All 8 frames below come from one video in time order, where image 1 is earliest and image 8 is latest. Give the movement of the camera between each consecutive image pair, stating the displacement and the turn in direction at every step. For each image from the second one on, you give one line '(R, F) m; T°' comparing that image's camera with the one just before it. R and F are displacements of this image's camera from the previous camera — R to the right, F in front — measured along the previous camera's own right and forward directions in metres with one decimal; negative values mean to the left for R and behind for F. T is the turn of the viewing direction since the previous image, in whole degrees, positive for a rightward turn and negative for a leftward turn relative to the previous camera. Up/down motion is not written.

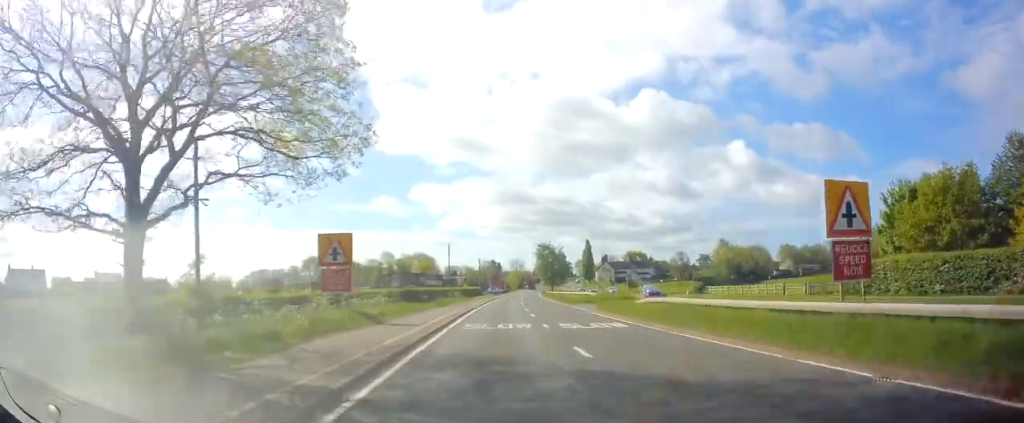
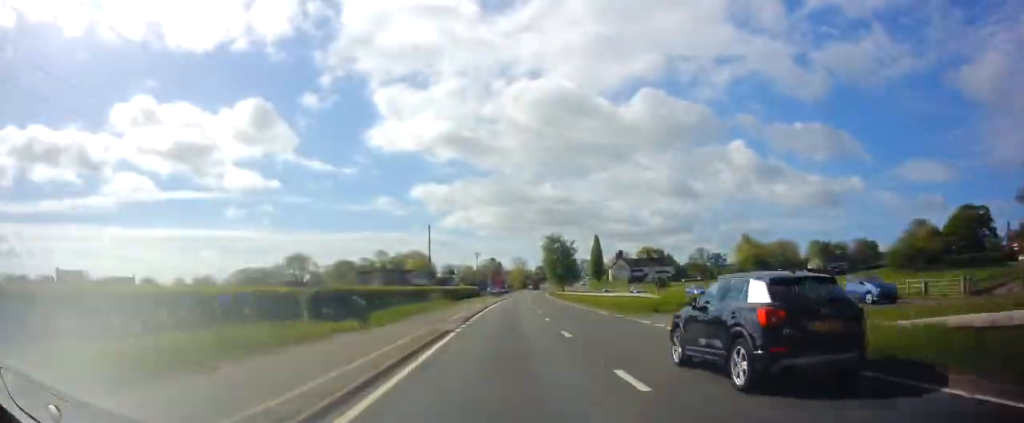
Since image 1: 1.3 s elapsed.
(-0.4, +20.9) m; -1°
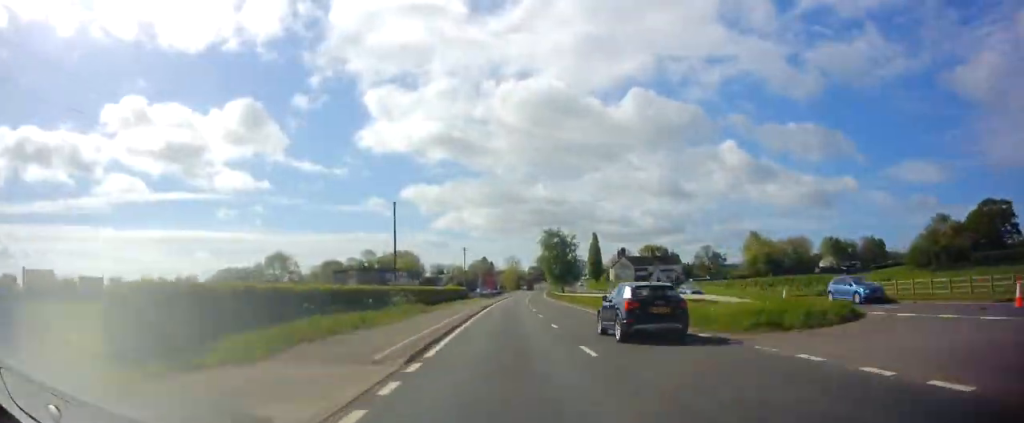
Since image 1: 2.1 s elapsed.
(0.0, +13.0) m; +1°
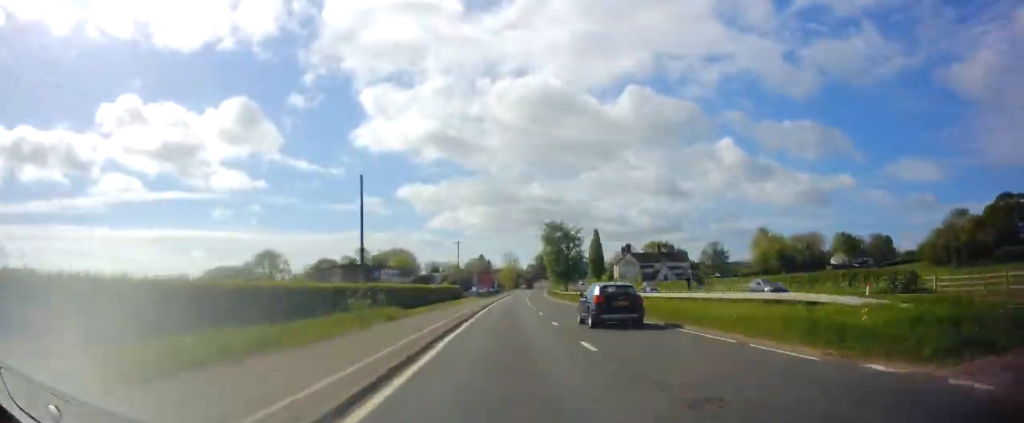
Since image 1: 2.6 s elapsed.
(+0.1, +8.3) m; +1°
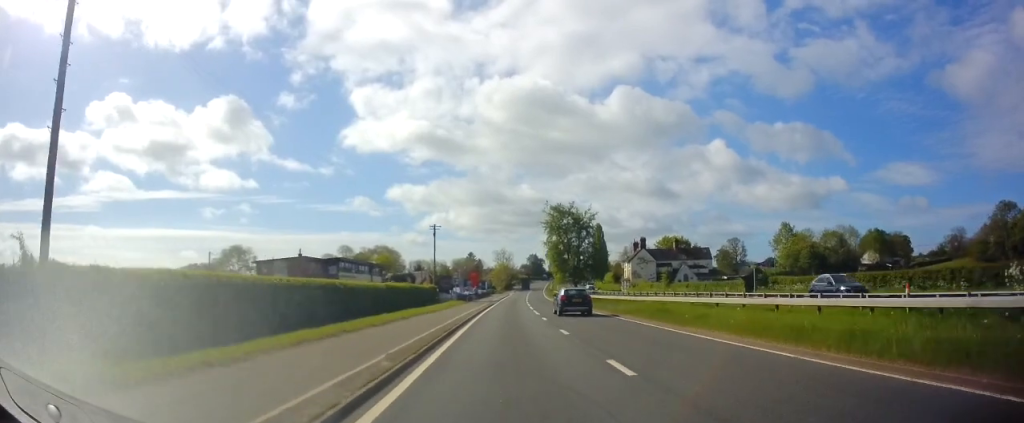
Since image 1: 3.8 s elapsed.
(+0.3, +20.8) m; +1°
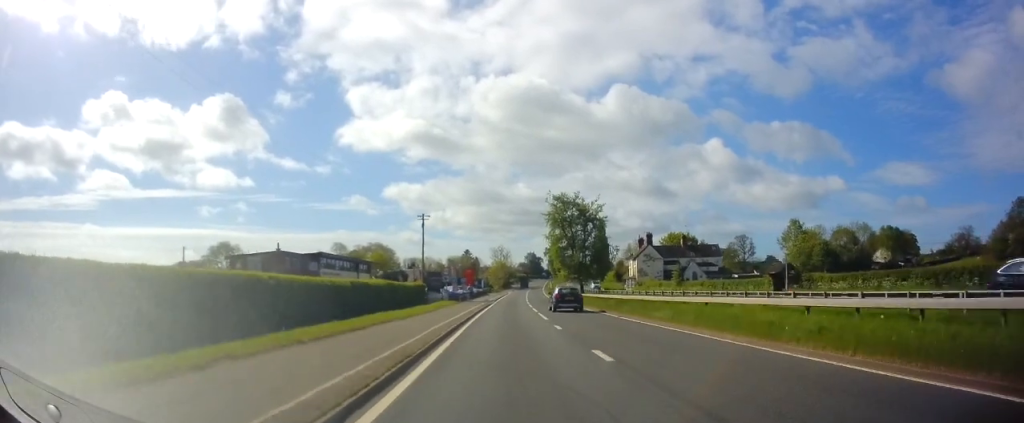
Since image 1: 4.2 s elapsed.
(0.0, +6.9) m; 0°
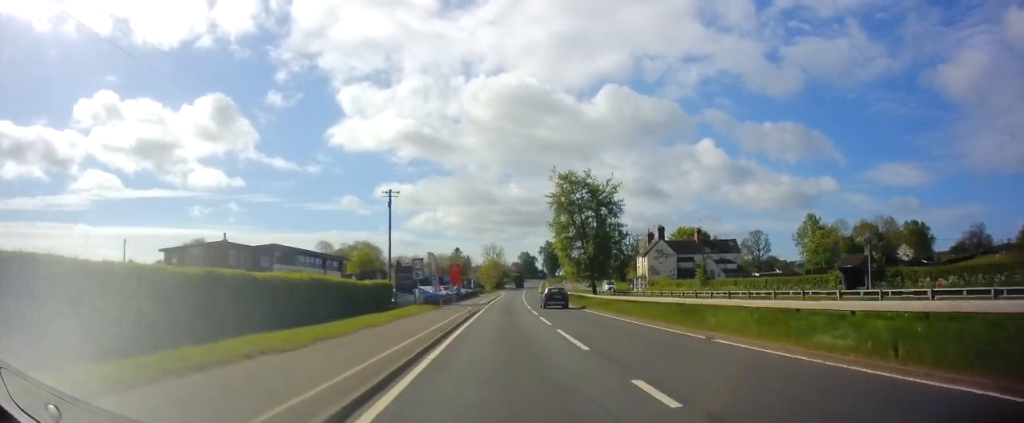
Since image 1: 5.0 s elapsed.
(0.0, +12.7) m; 0°
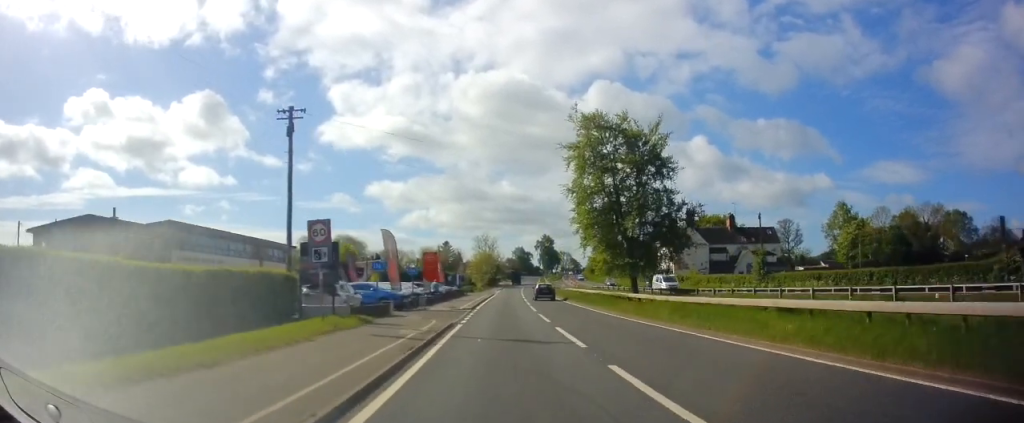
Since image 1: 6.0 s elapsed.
(0.0, +17.8) m; +1°
